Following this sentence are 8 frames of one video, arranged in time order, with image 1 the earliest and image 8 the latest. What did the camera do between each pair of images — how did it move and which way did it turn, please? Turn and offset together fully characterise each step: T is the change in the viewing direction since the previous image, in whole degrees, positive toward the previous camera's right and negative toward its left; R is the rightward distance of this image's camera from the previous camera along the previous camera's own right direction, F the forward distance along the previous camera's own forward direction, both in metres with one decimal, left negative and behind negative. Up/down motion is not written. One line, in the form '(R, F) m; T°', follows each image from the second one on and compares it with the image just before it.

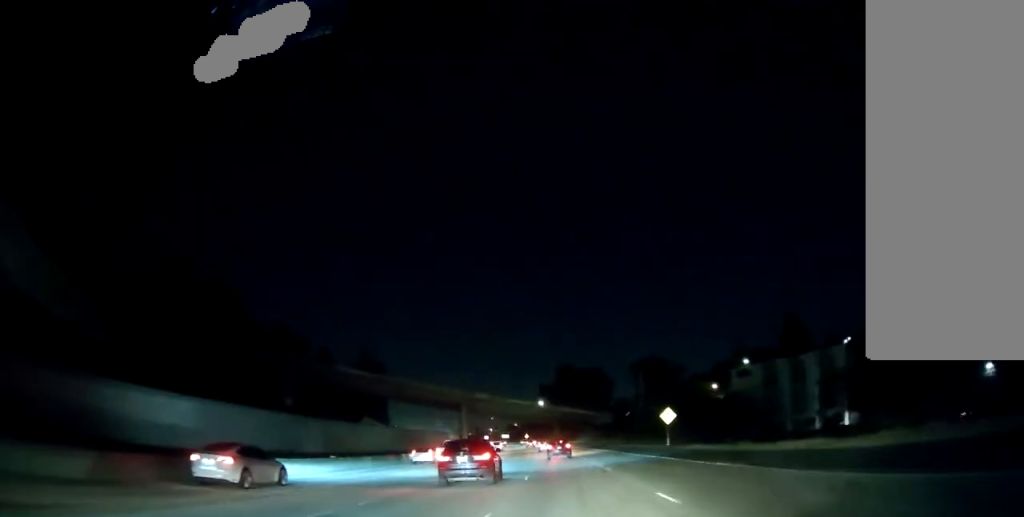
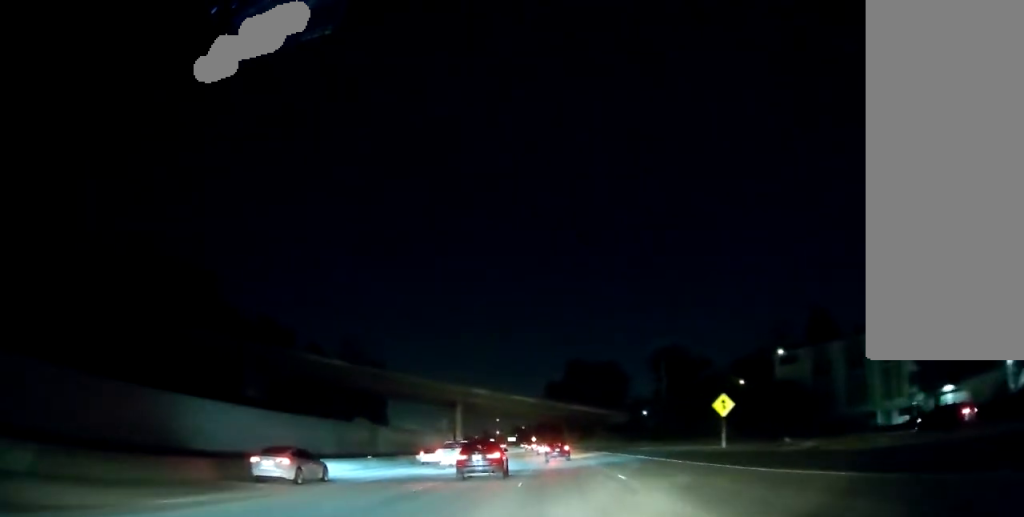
(-0.2, +20.4) m; -1°
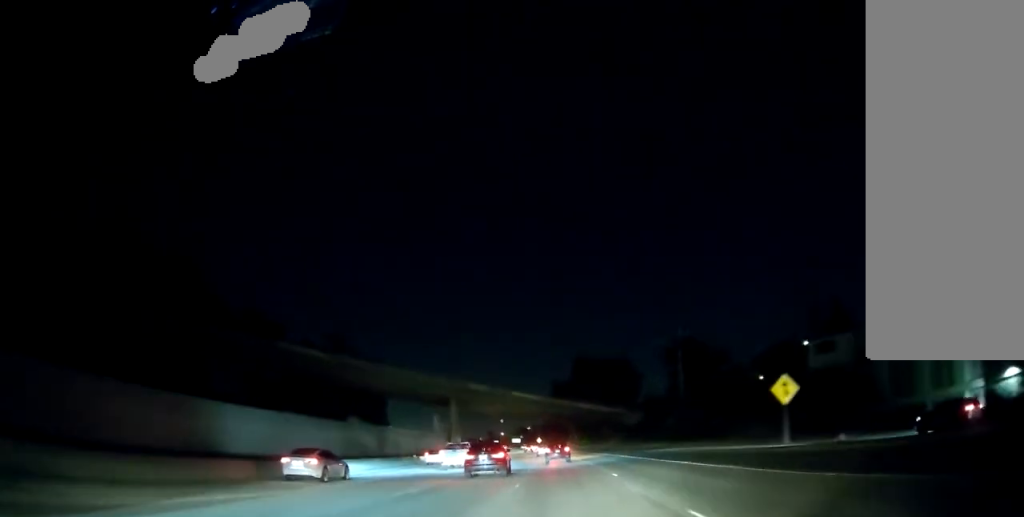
(0.0, +11.9) m; 0°
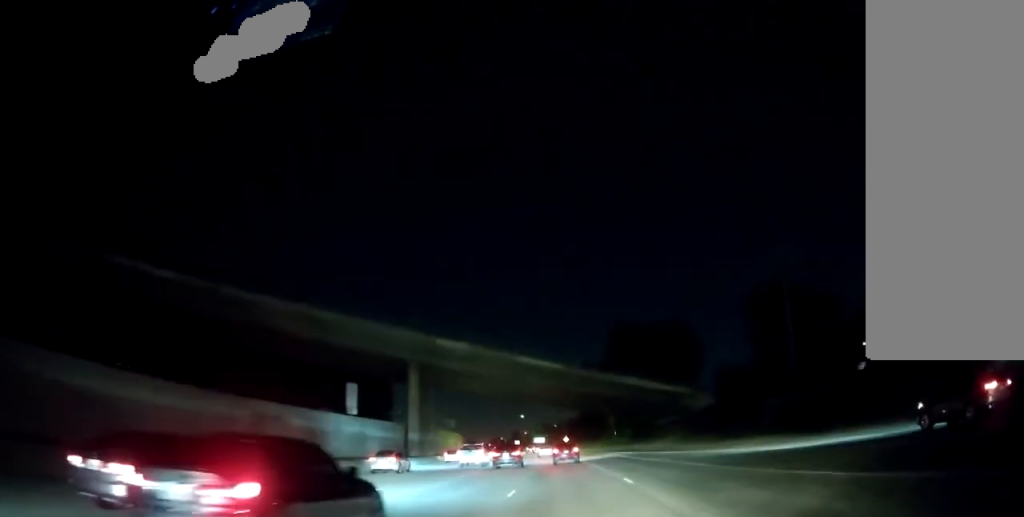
(-1.1, +47.8) m; -3°
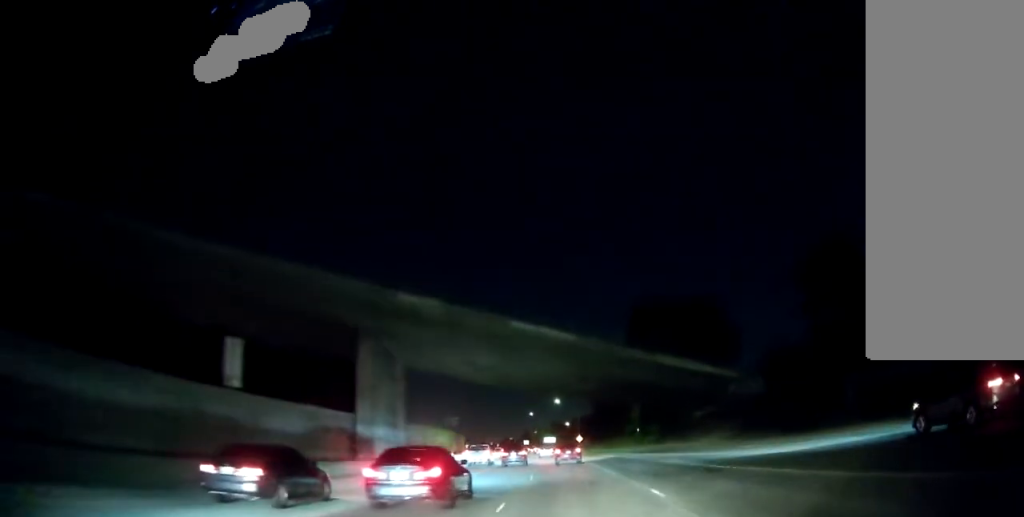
(-0.3, +20.5) m; -1°
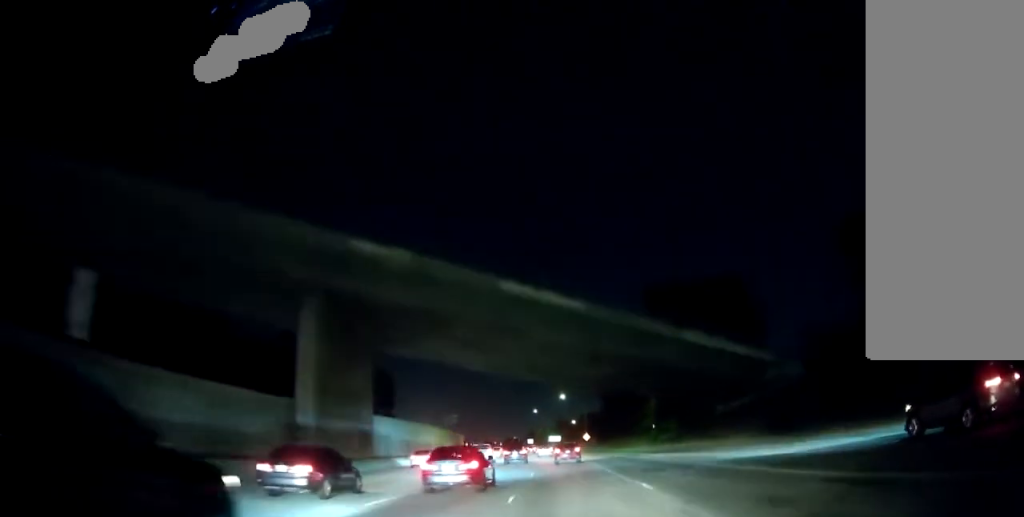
(-0.1, +11.9) m; -1°
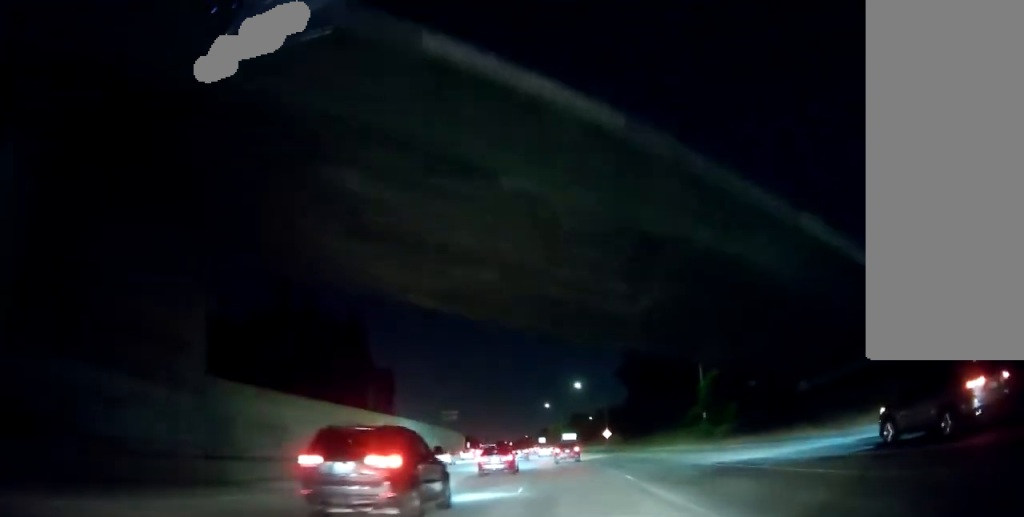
(-0.1, +25.5) m; 0°
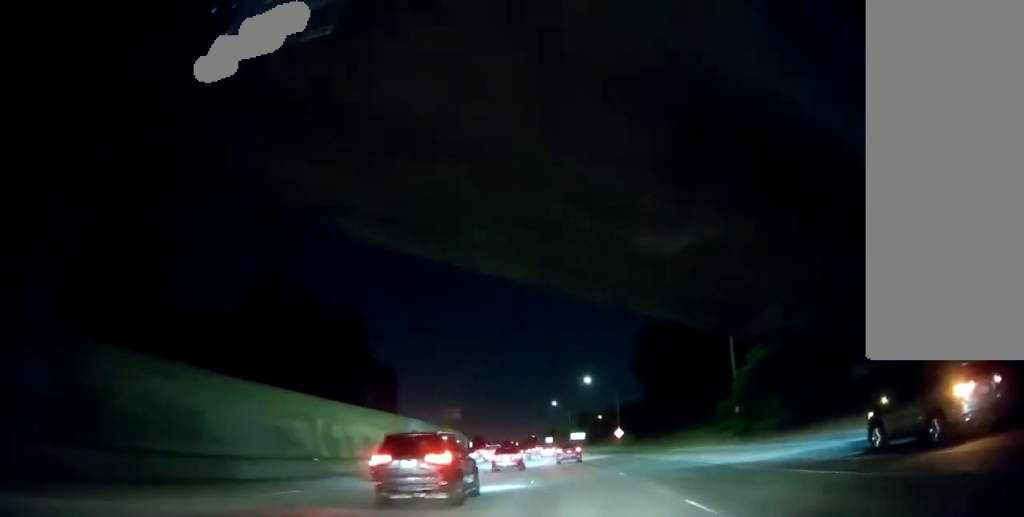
(0.0, +9.7) m; 0°
